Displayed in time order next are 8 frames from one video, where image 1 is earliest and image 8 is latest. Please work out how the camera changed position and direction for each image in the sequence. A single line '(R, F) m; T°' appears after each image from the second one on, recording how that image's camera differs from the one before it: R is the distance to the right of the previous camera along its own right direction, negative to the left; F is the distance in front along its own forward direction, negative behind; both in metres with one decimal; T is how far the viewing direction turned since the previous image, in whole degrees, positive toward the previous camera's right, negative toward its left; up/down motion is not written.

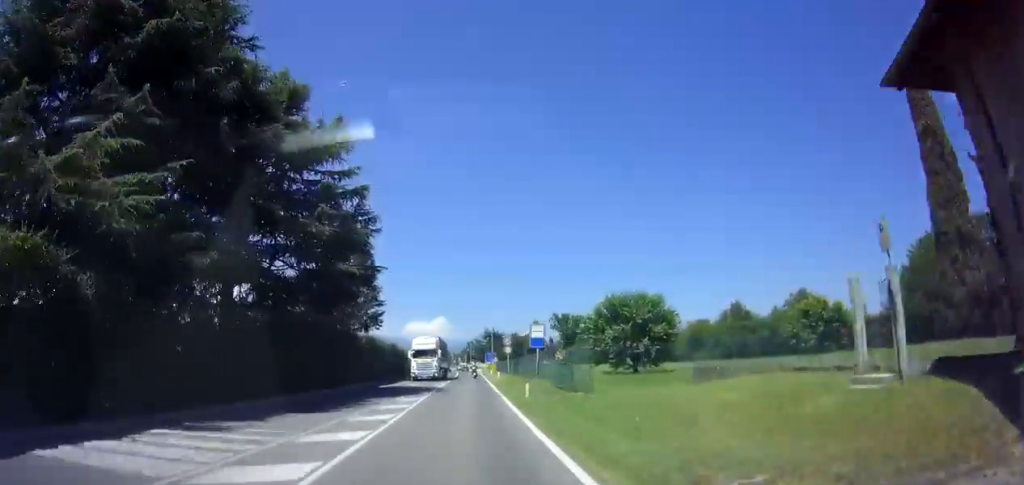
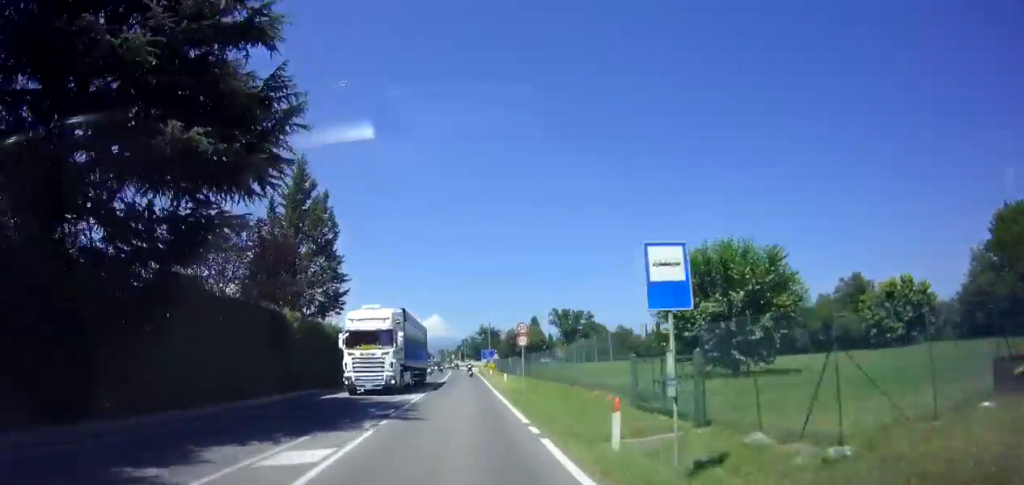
(+0.1, +13.3) m; +1°
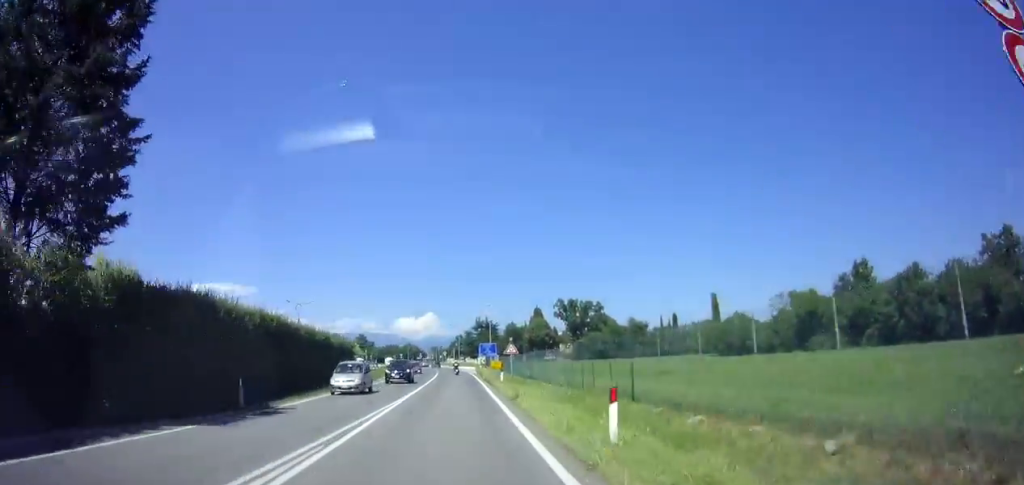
(+0.2, +25.0) m; 0°
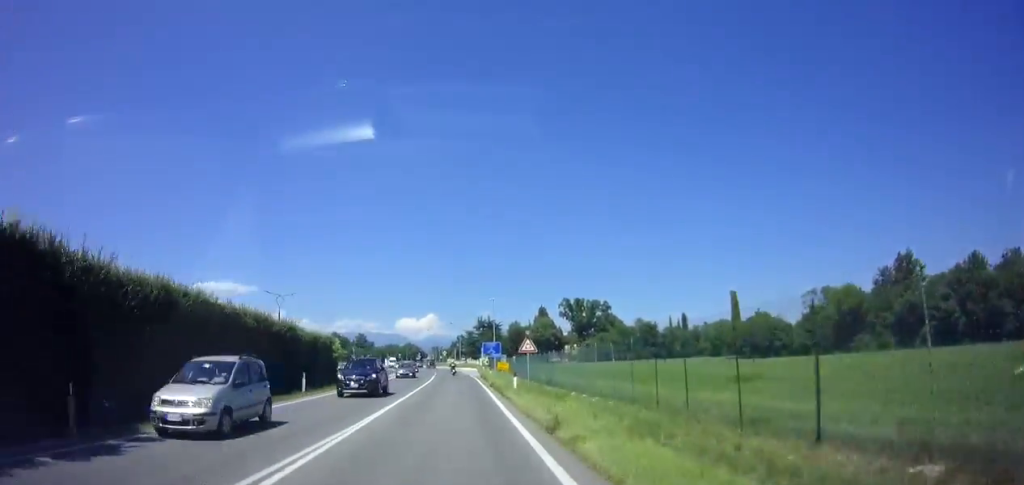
(-0.1, +7.7) m; 0°
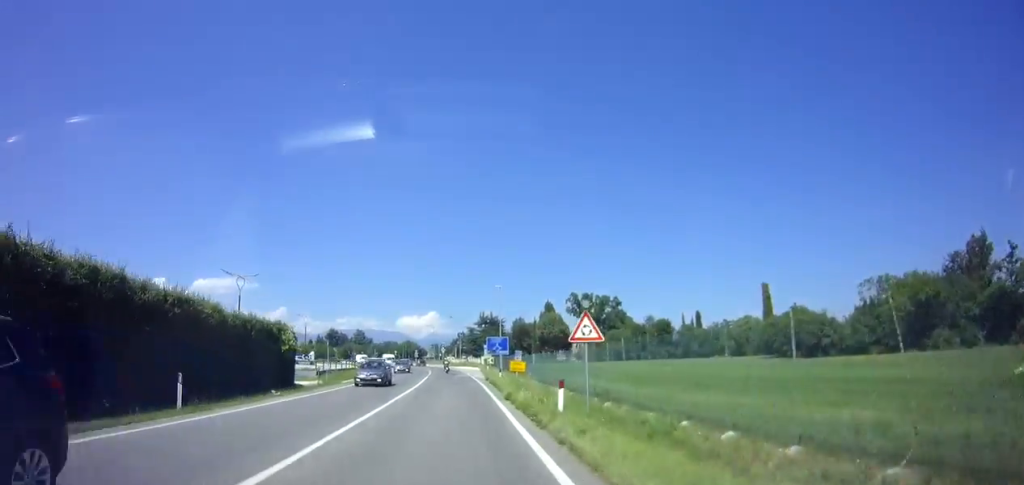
(-0.1, +11.3) m; 0°
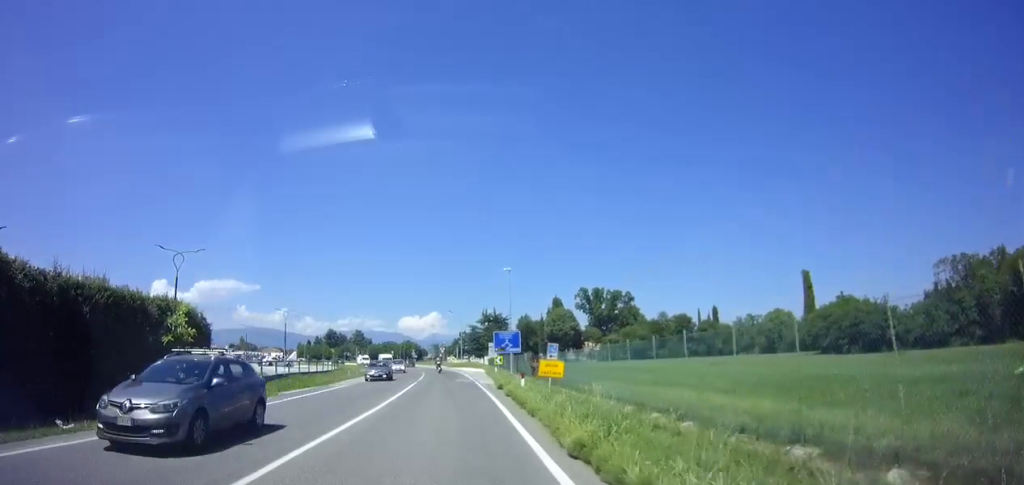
(+0.1, +11.8) m; 0°
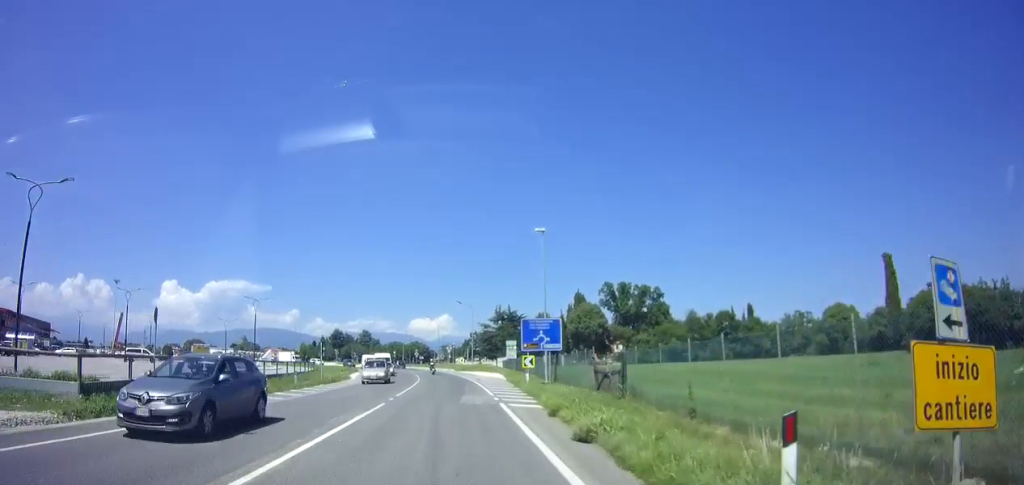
(-0.1, +17.2) m; -1°
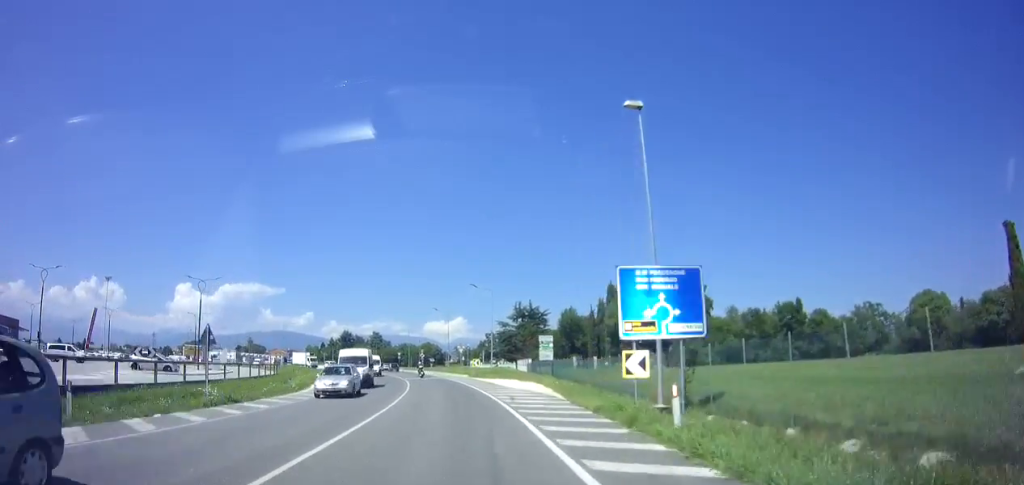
(-0.3, +18.7) m; -2°
